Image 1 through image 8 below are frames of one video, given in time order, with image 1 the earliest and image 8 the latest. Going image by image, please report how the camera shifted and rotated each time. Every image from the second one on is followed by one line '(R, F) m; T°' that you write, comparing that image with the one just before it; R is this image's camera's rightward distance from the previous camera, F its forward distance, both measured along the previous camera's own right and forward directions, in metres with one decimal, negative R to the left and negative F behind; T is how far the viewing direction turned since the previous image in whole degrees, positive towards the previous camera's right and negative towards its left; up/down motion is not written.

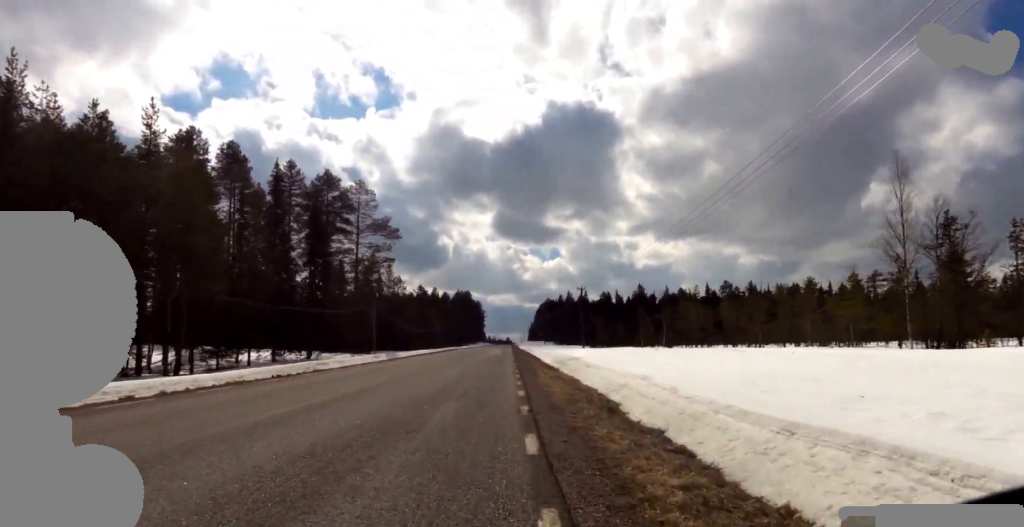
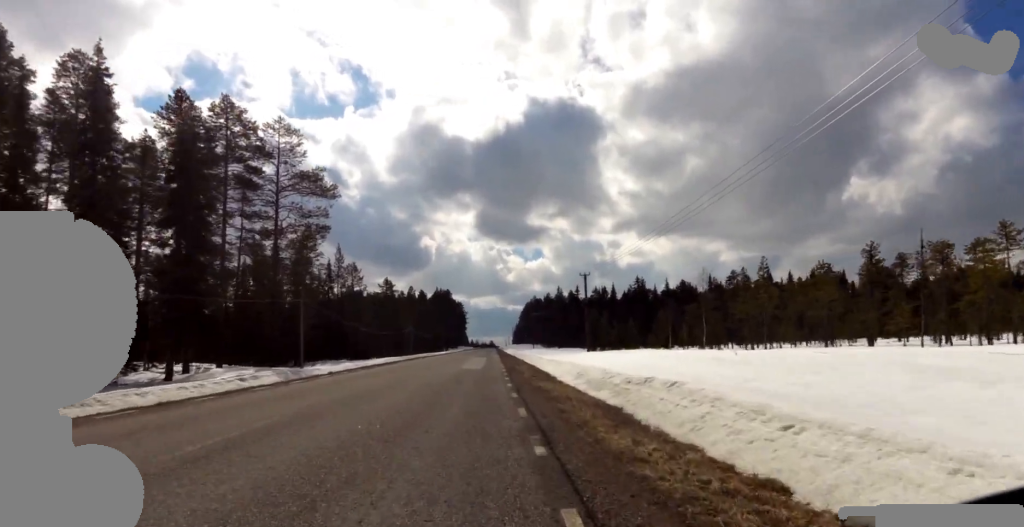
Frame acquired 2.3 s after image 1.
(+0.2, +18.4) m; +3°
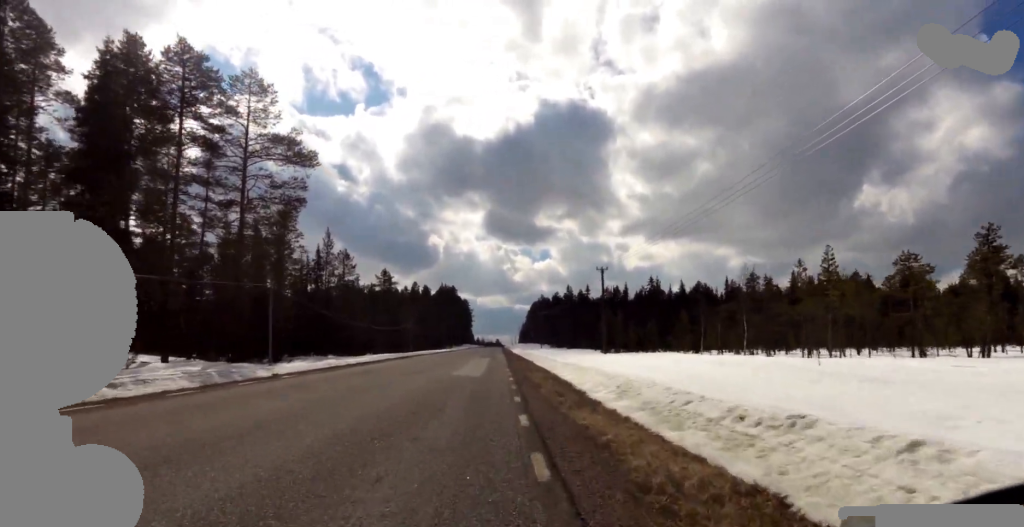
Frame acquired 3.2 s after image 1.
(+0.1, +7.2) m; +1°
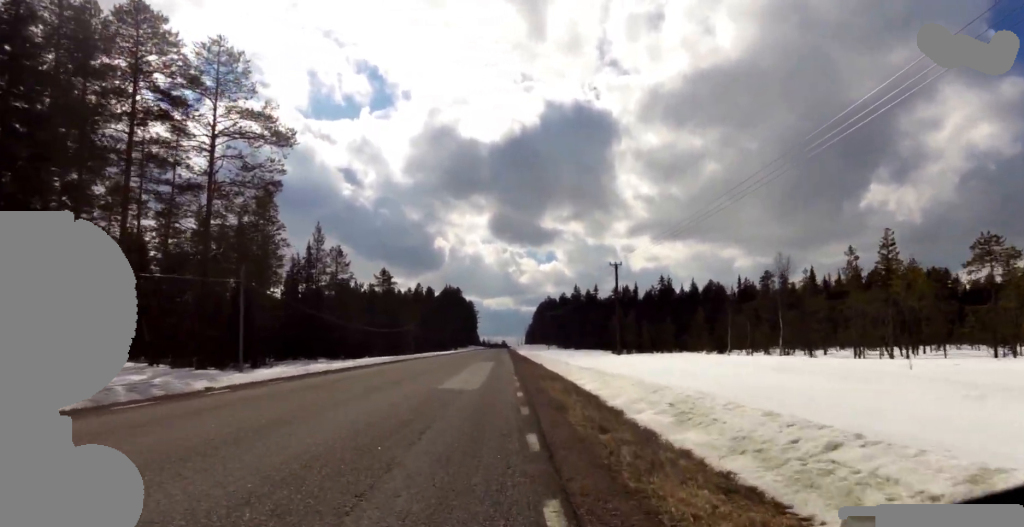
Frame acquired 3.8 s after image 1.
(0.0, +4.6) m; 0°
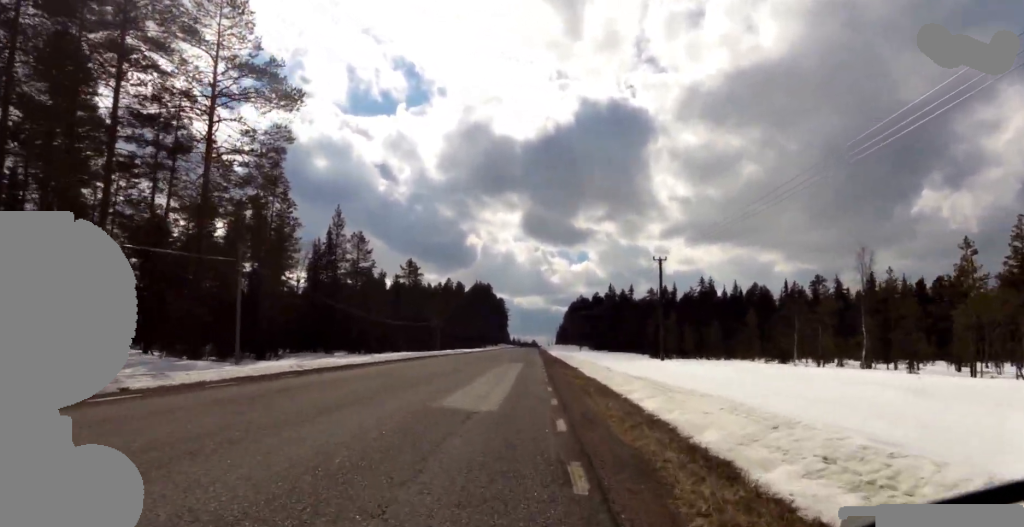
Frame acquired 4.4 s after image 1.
(0.0, +4.5) m; 0°
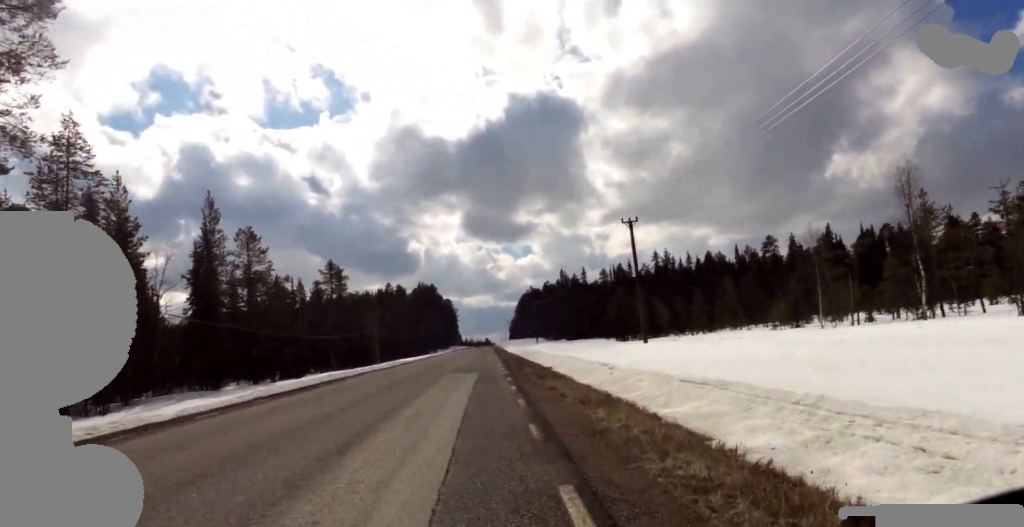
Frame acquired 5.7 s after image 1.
(0.0, +9.8) m; 0°
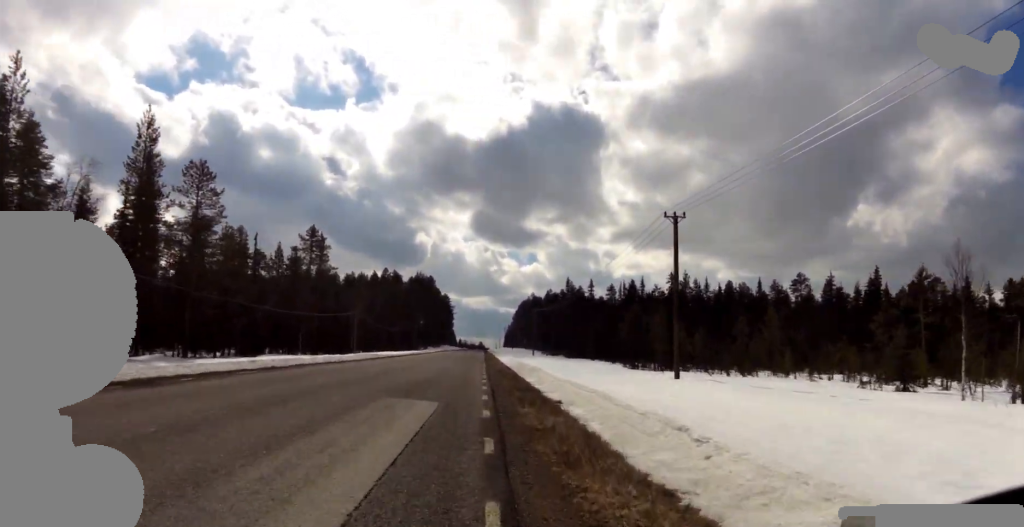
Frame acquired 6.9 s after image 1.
(0.0, +8.8) m; 0°
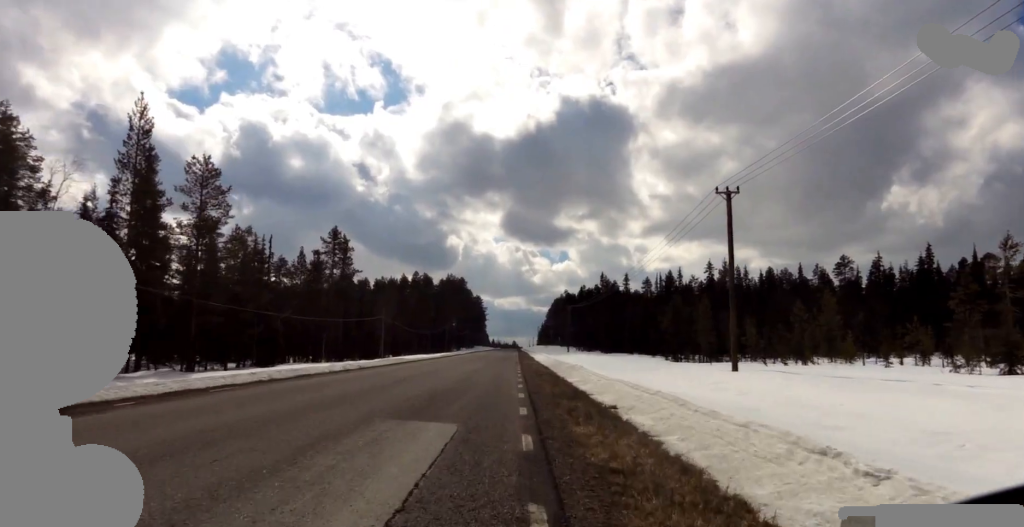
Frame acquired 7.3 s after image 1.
(0.0, +3.3) m; 0°
